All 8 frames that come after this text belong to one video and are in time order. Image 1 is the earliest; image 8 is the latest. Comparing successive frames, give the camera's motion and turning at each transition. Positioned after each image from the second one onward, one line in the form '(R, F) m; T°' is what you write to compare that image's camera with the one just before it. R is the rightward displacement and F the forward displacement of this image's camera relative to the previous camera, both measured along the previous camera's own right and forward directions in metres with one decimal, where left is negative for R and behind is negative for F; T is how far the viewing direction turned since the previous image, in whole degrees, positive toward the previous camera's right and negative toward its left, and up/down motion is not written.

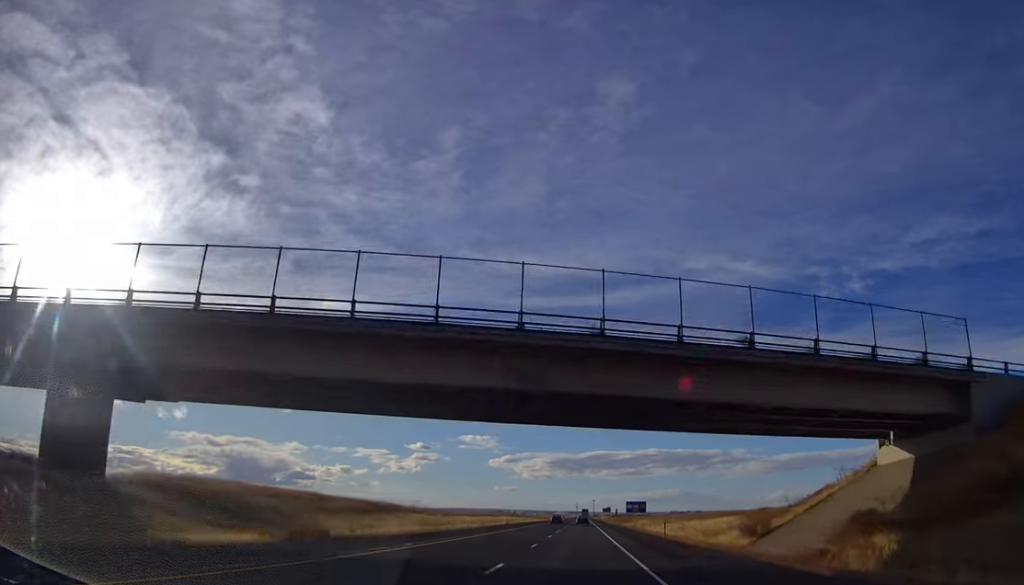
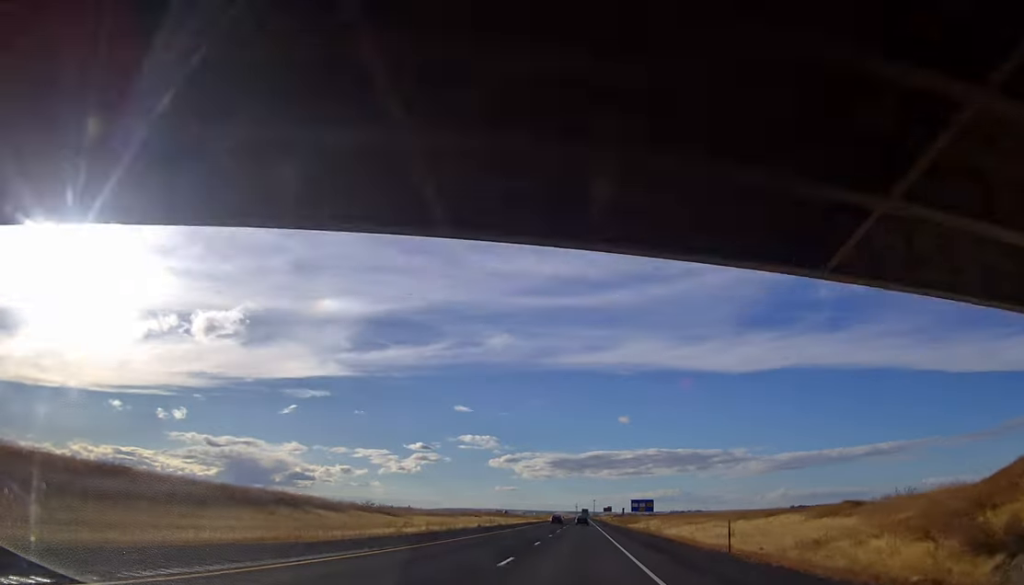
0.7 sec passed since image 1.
(-0.2, +22.0) m; 0°
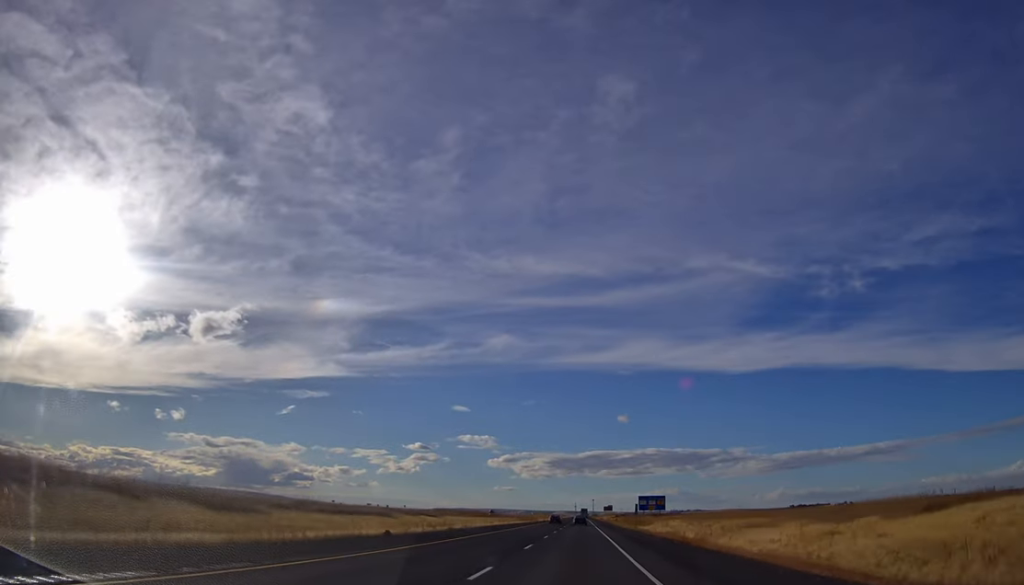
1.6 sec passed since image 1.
(+0.3, +28.4) m; +1°
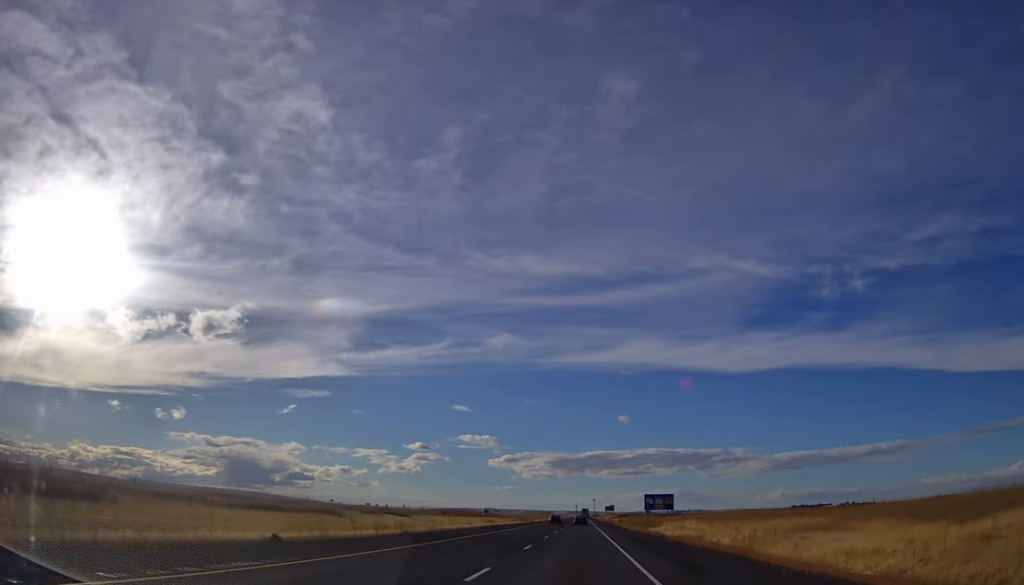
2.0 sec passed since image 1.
(0.0, +12.6) m; 0°
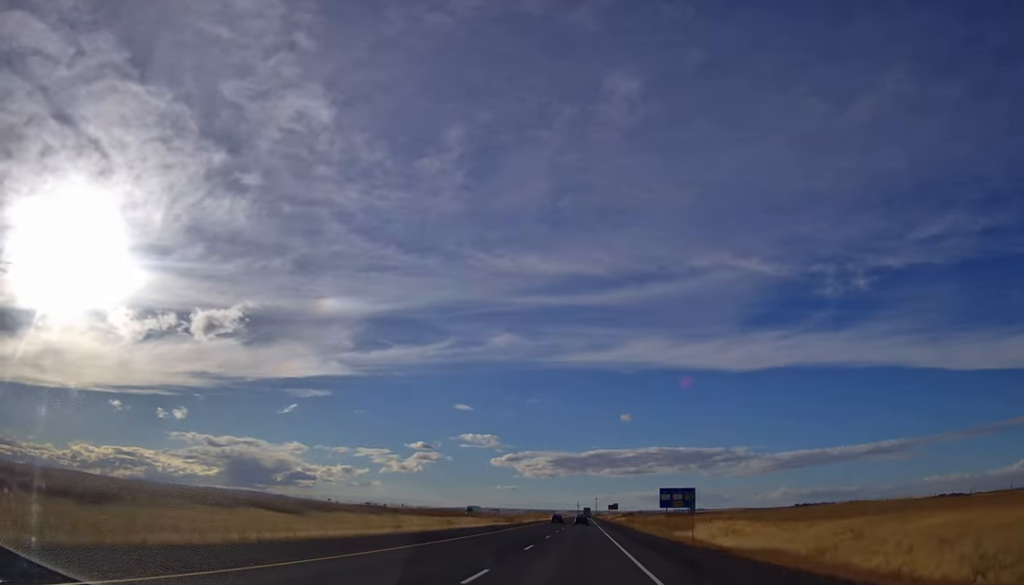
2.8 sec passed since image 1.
(+0.1, +25.2) m; 0°
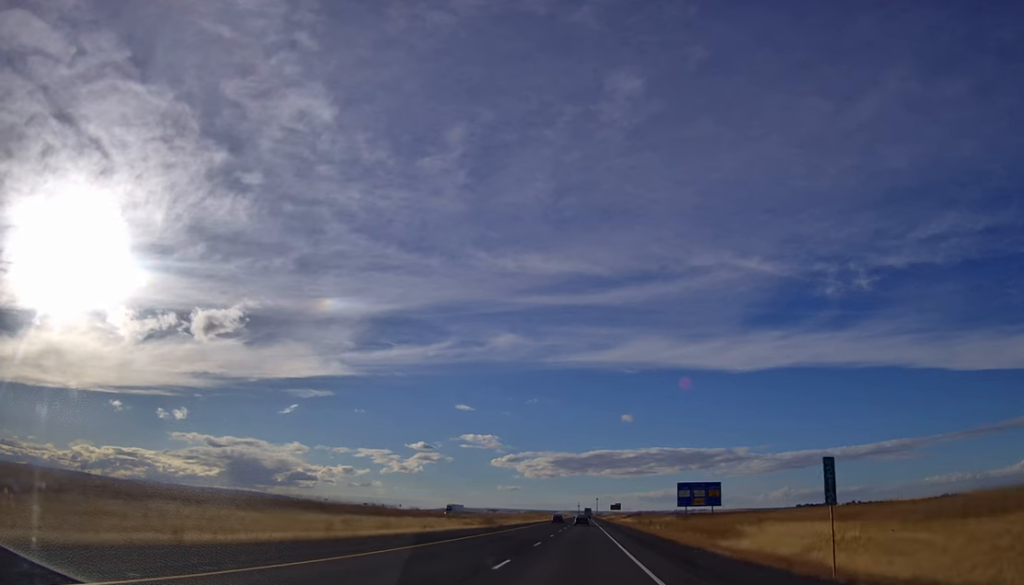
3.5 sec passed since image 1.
(0.0, +20.9) m; 0°
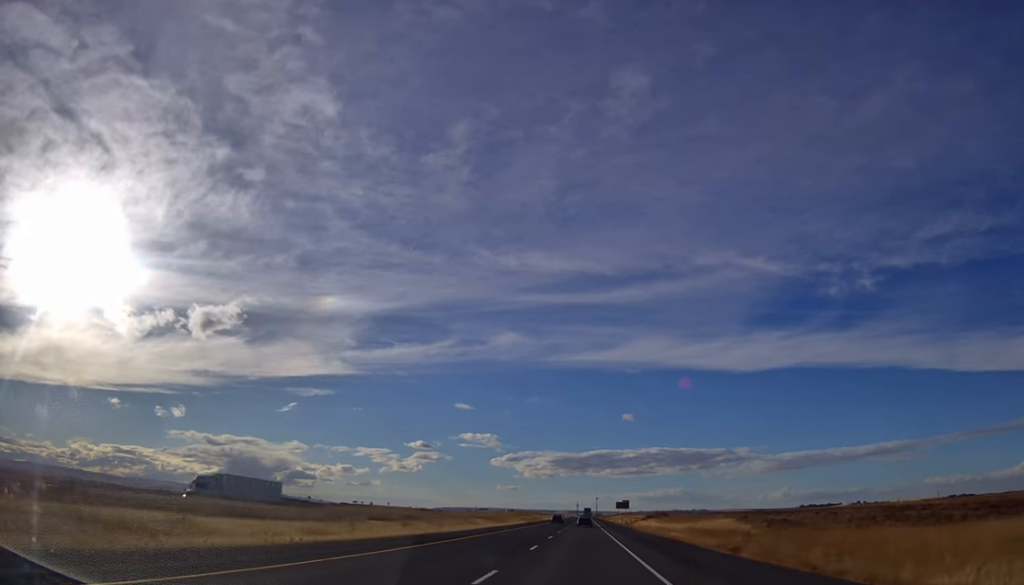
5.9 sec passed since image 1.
(-0.6, +77.3) m; 0°
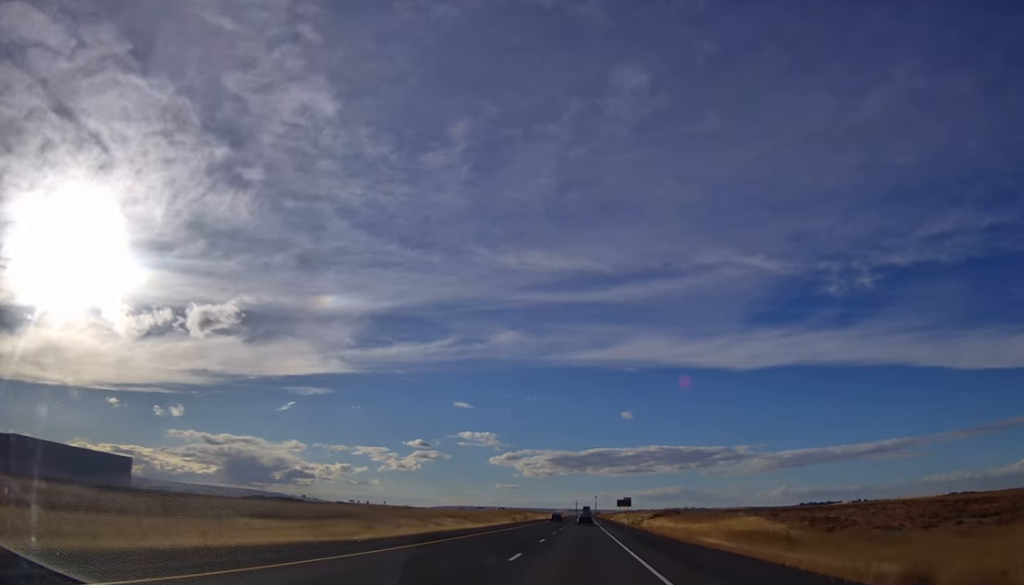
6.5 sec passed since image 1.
(+0.6, +18.8) m; 0°
